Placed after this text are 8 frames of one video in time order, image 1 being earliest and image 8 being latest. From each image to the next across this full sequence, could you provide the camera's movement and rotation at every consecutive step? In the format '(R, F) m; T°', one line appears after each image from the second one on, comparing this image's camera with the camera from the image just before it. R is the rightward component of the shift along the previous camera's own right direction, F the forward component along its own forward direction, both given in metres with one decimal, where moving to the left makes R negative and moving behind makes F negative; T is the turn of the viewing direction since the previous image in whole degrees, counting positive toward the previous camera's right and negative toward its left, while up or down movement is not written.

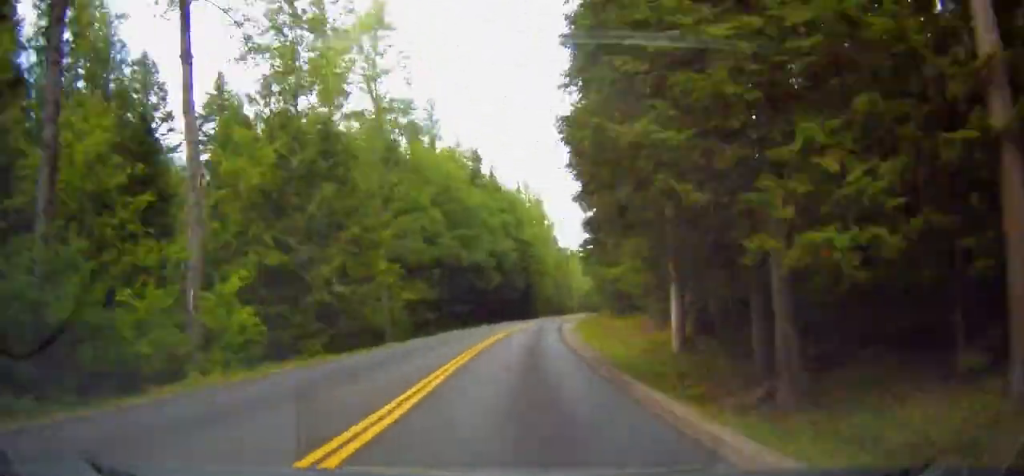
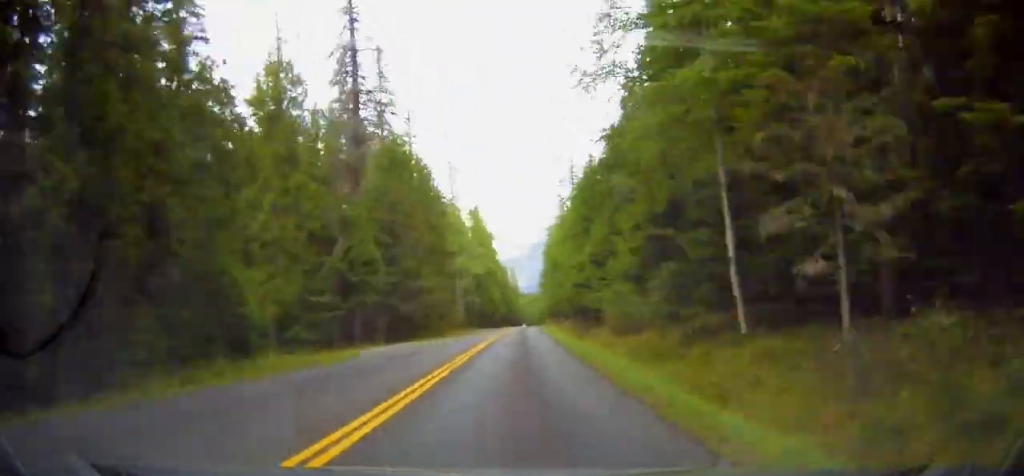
(+8.5, +126.1) m; +5°
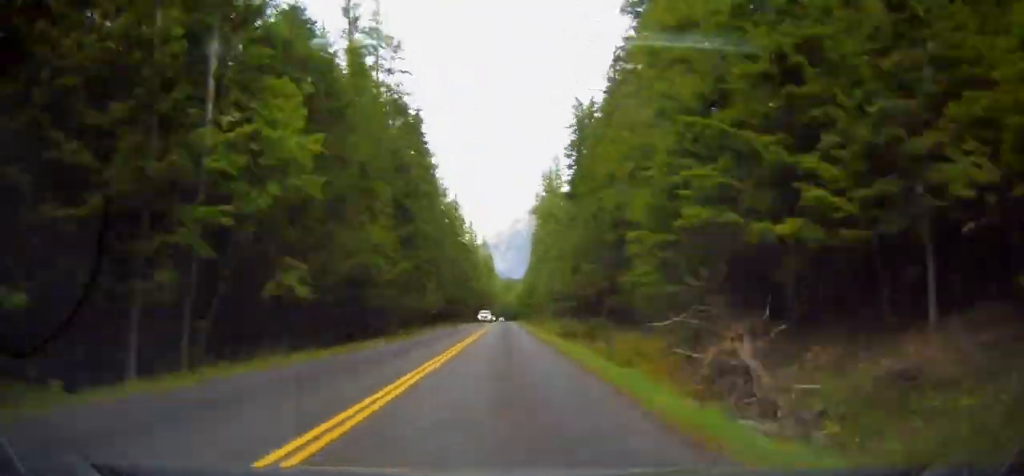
(+3.4, +124.0) m; +1°
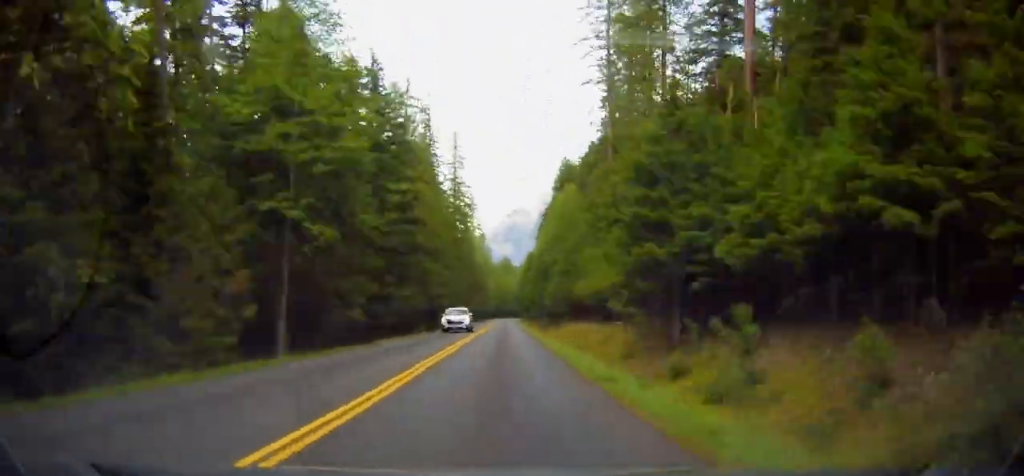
(0.0, +128.7) m; +1°
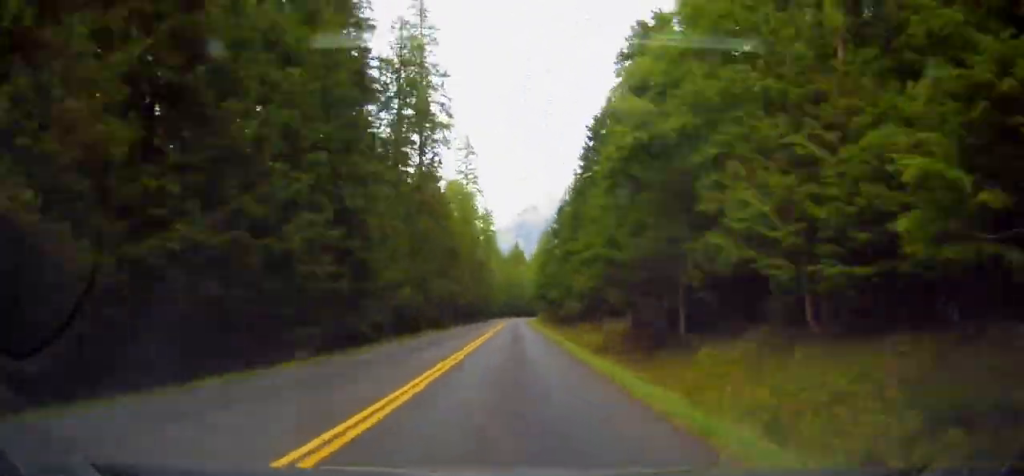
(-0.6, +57.3) m; +1°
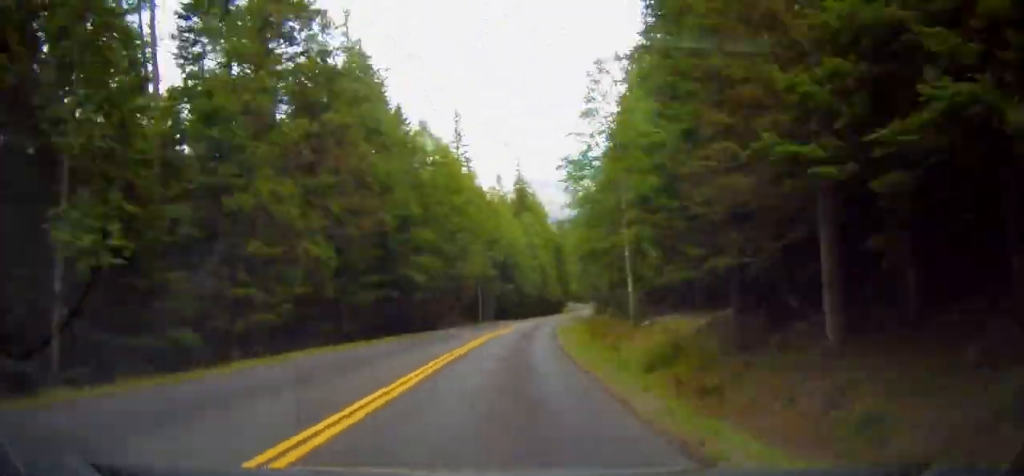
(+6.7, +149.7) m; +4°
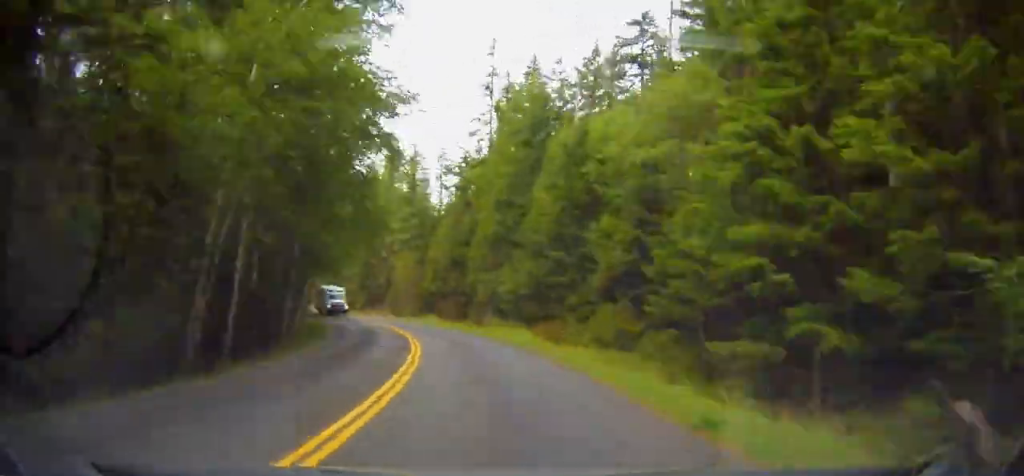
(-44.2, +241.9) m; -21°
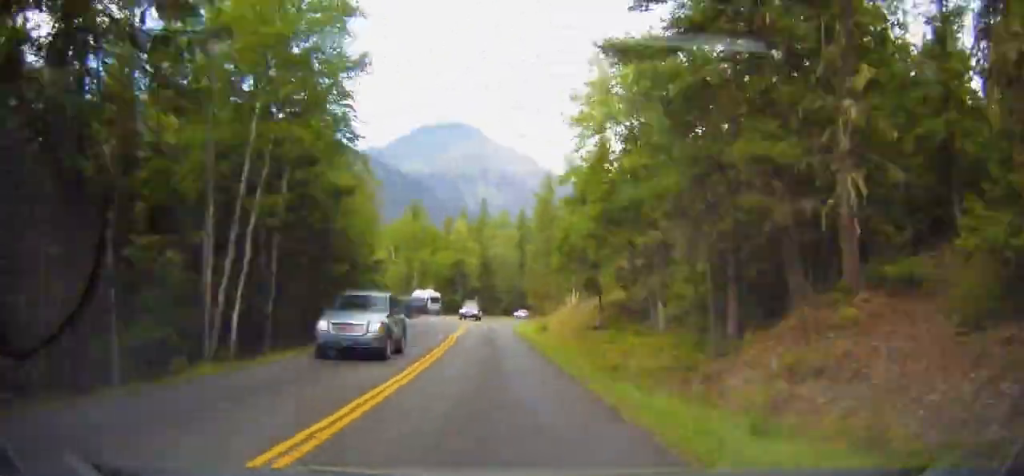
(-0.5, +81.1) m; 0°
